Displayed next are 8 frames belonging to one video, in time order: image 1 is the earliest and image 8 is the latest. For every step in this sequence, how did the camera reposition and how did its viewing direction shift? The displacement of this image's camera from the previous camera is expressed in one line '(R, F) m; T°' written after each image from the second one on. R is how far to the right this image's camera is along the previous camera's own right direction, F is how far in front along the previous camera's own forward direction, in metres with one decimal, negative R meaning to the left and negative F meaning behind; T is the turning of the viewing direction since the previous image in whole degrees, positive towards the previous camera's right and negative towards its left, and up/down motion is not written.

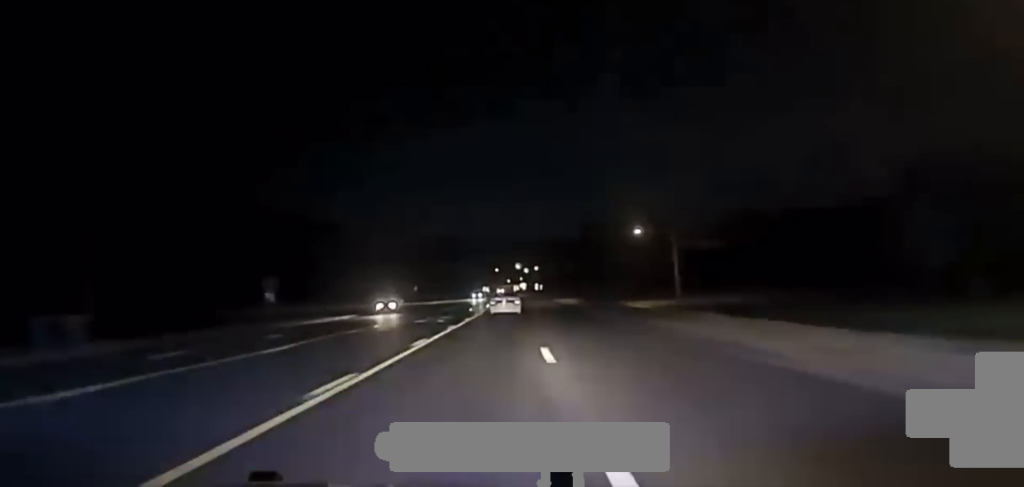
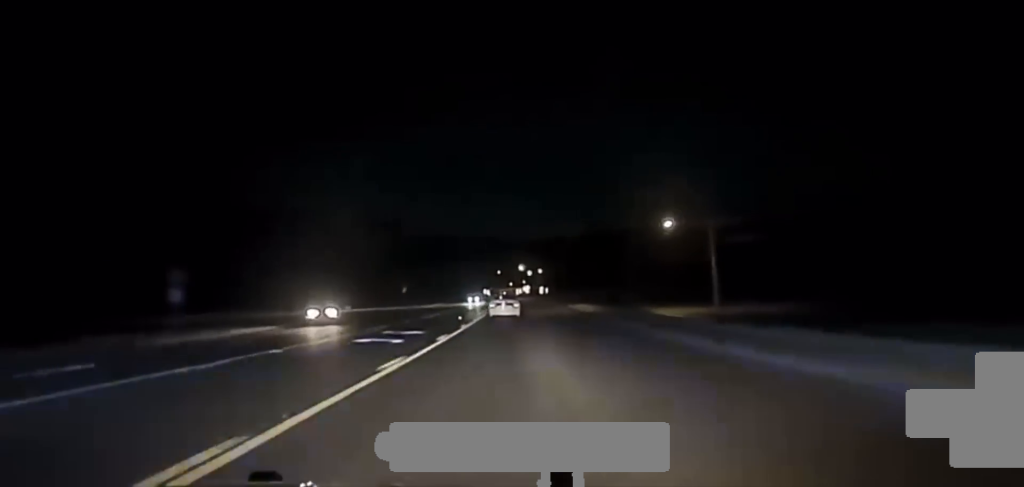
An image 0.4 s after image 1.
(0.0, +18.4) m; 0°
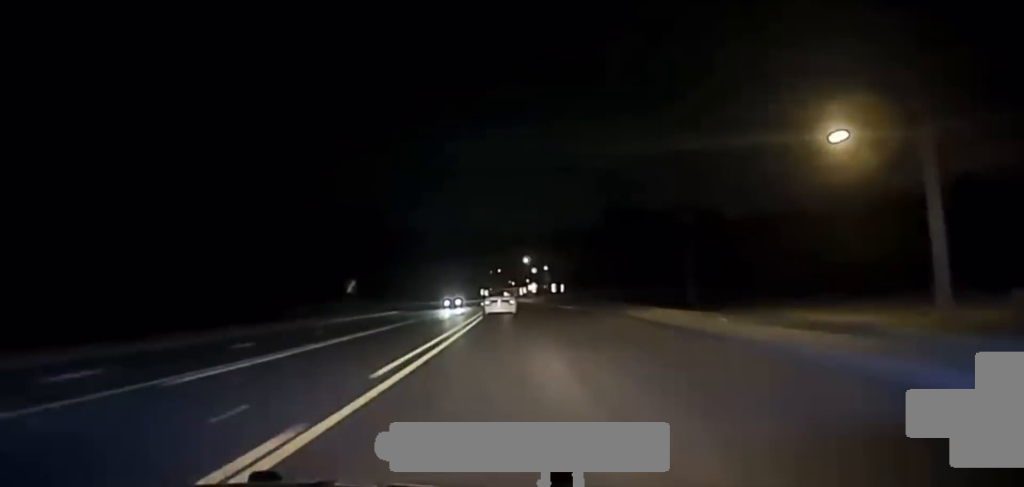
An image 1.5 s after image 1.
(0.0, +49.0) m; 0°
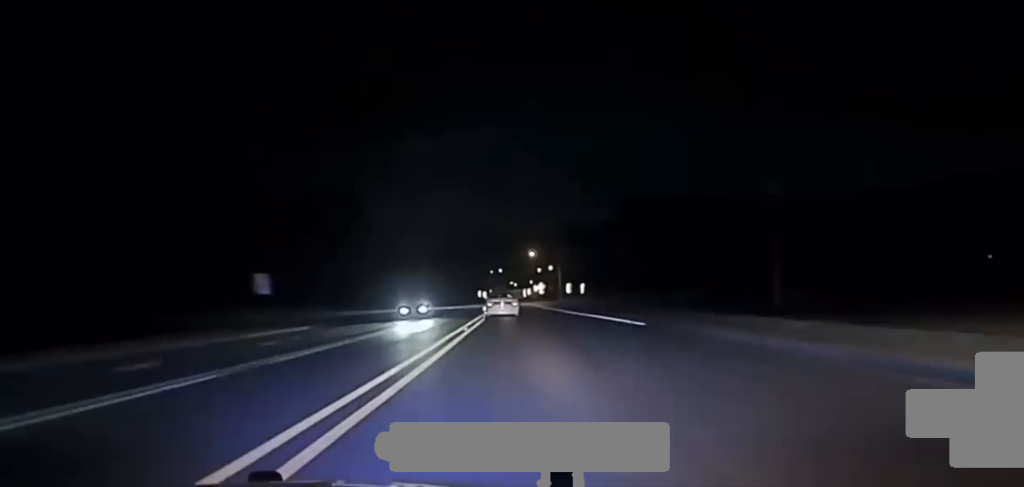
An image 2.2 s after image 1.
(+0.2, +32.7) m; 0°
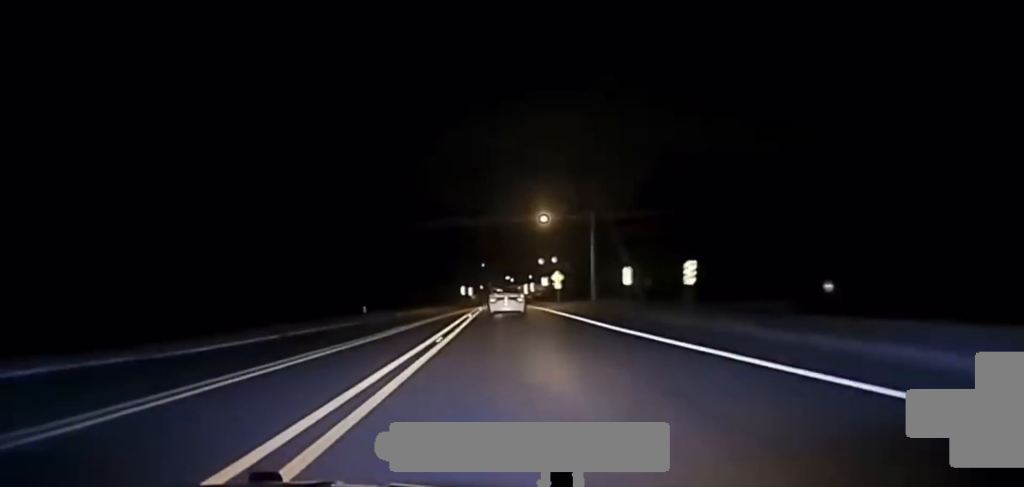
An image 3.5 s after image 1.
(-0.2, +60.6) m; 0°
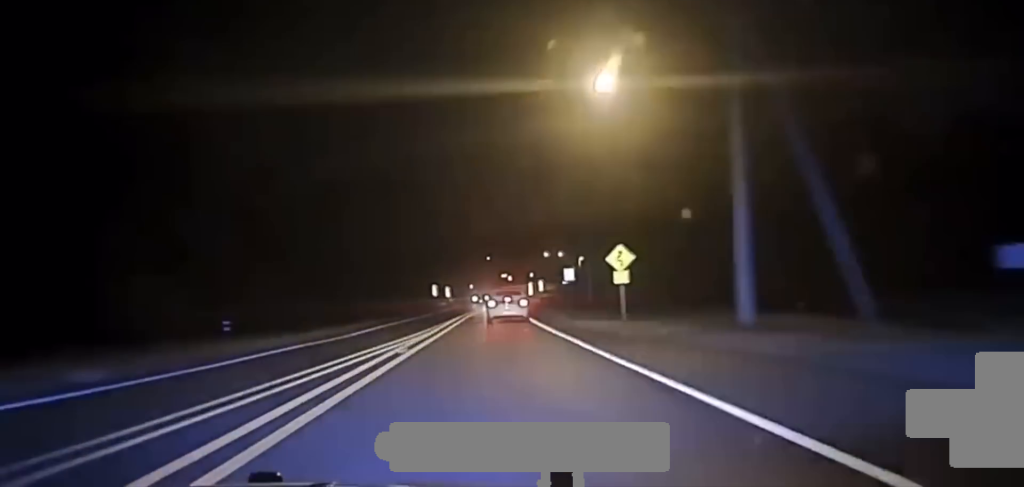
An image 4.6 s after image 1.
(+0.1, +50.5) m; 0°
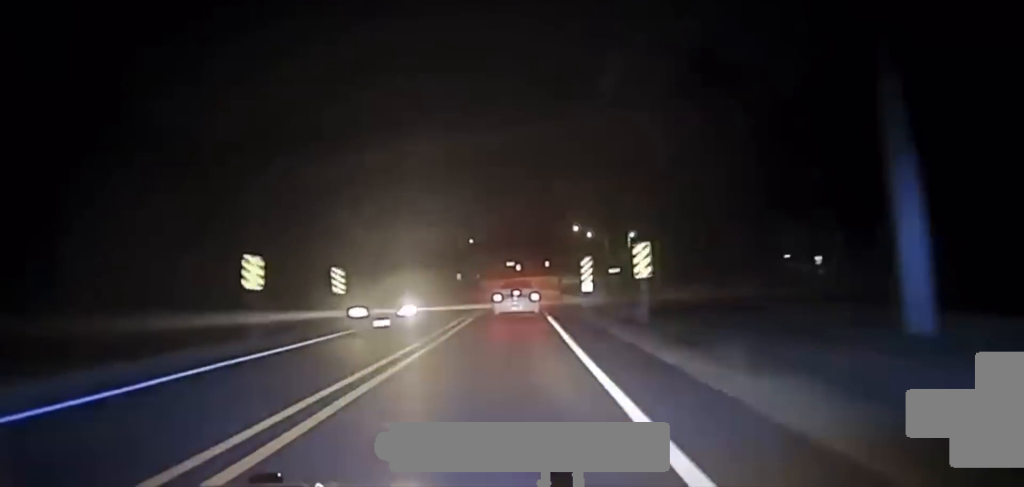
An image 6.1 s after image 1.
(-0.3, +69.0) m; -1°
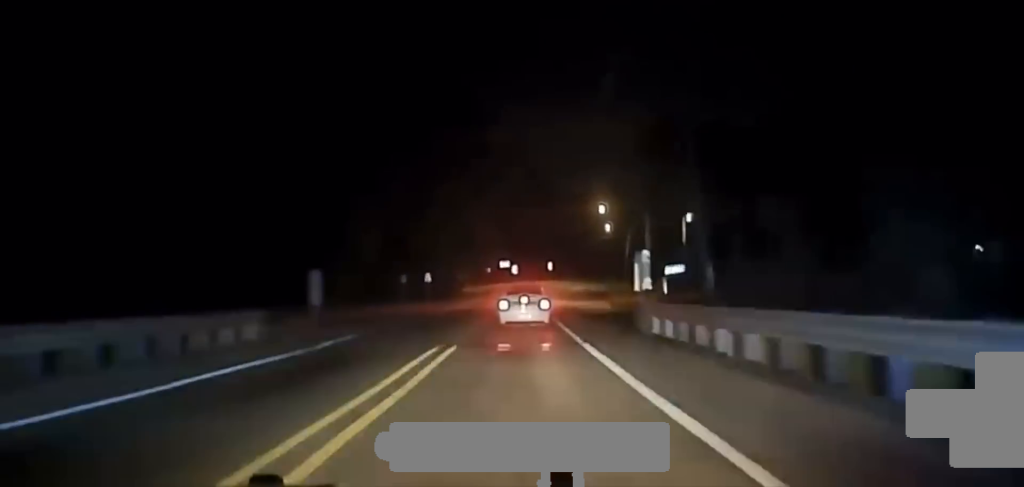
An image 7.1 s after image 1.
(0.0, +39.6) m; +1°
